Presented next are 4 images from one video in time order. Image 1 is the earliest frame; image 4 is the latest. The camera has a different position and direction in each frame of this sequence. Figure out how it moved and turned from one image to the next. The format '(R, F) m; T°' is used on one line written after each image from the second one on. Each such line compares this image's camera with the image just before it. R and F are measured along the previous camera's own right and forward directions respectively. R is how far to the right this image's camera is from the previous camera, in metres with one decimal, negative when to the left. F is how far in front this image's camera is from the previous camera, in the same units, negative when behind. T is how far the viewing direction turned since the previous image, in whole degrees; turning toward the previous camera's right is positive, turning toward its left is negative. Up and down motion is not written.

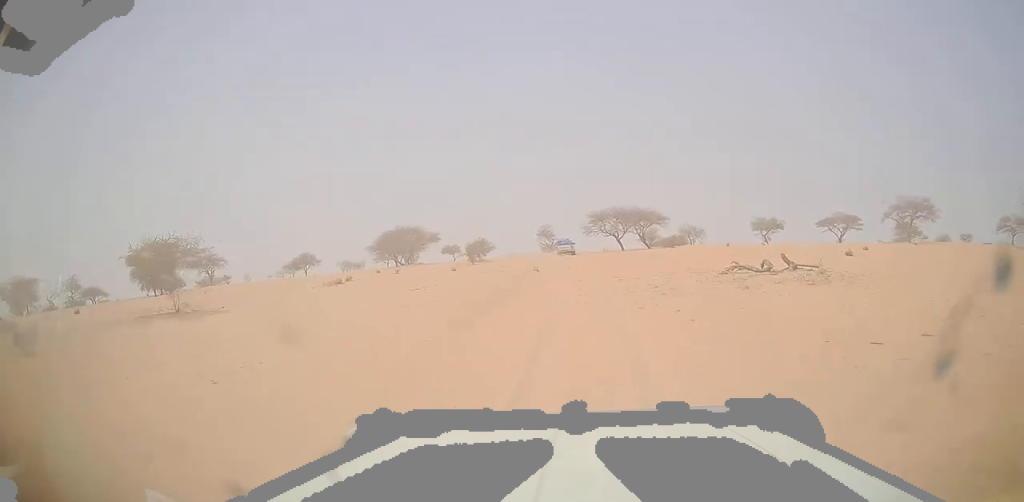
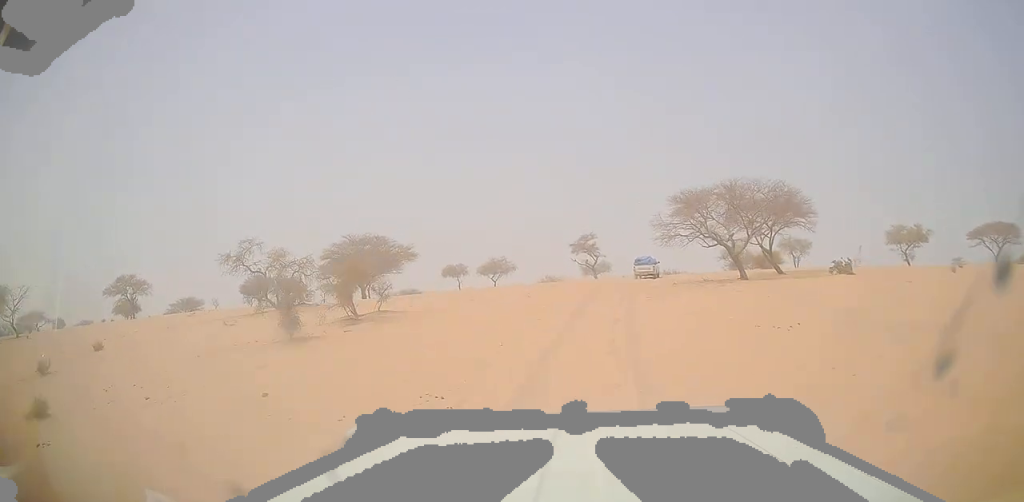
(-3.2, +33.1) m; -11°
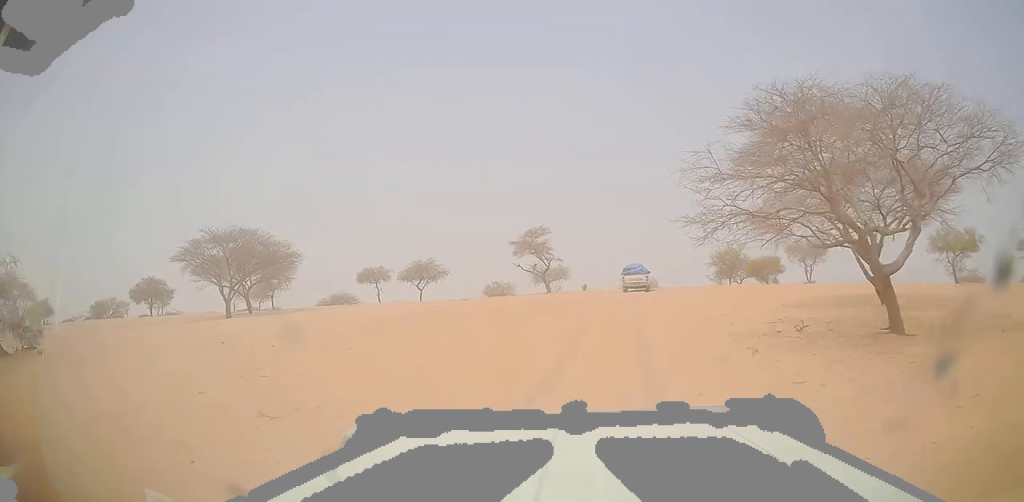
(+0.1, +16.5) m; +4°
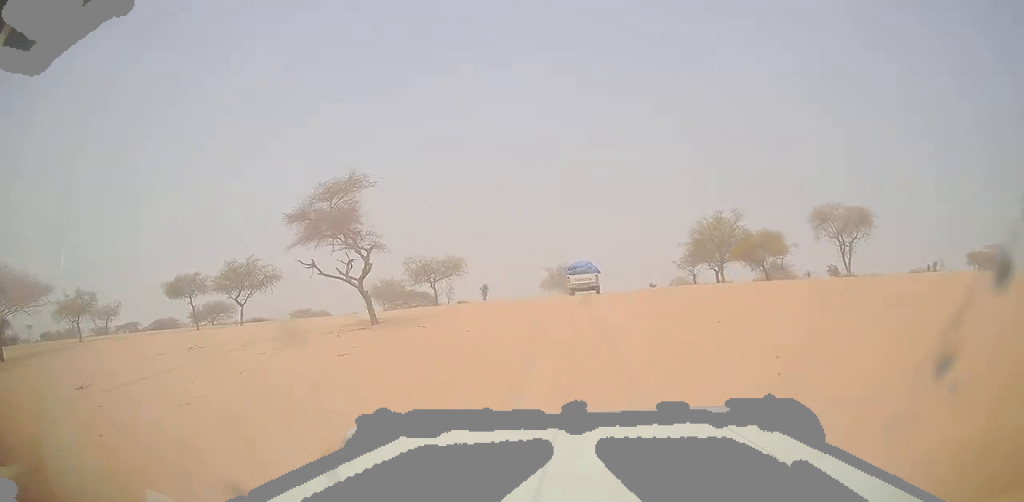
(+1.0, +19.1) m; +12°
